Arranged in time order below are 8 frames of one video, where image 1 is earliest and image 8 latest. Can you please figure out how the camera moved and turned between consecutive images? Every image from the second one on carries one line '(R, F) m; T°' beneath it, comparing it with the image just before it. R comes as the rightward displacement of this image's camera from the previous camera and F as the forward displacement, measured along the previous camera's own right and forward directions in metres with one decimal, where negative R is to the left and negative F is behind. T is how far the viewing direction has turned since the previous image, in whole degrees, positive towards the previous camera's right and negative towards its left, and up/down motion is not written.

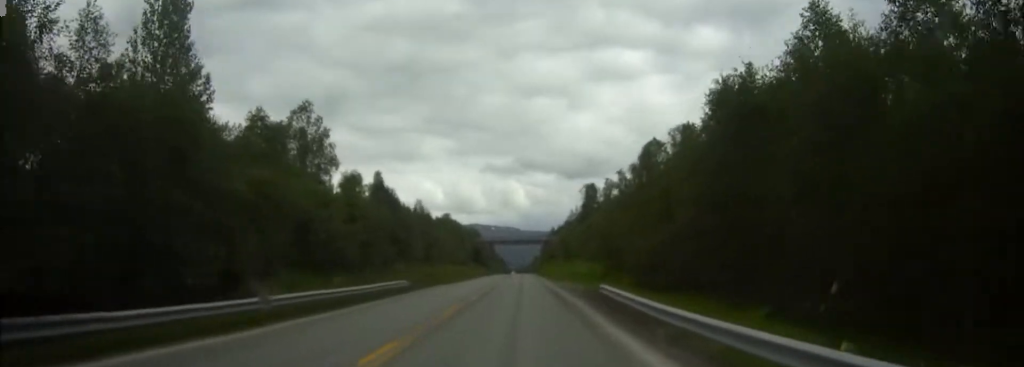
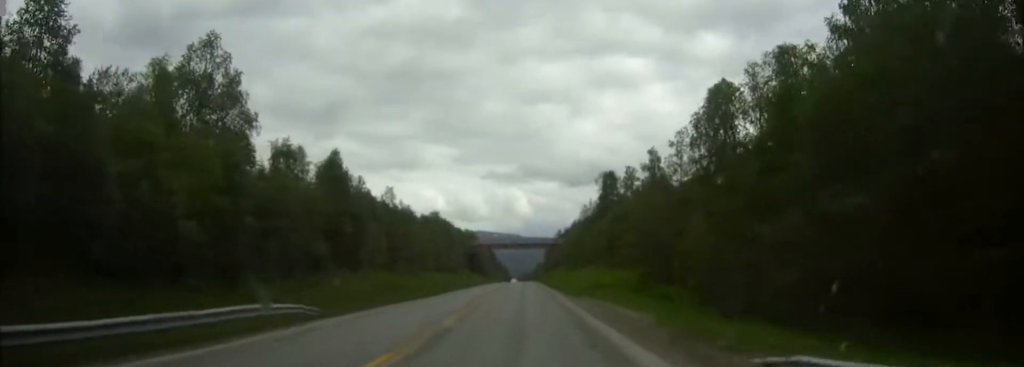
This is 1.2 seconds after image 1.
(0.0, +25.3) m; 0°
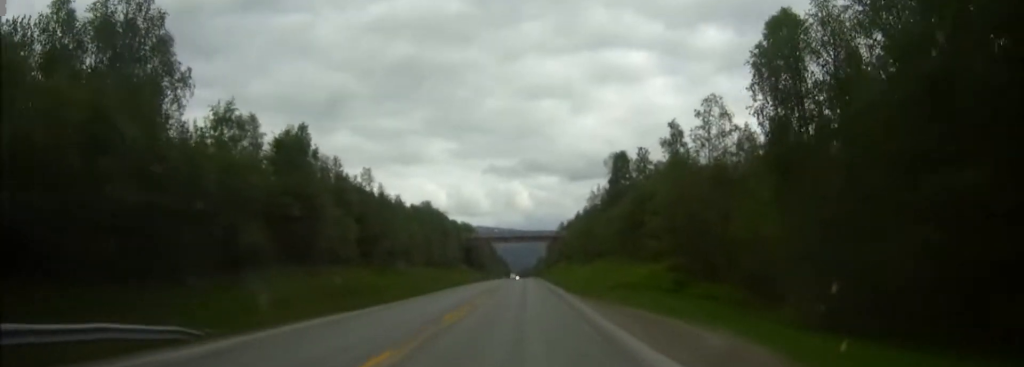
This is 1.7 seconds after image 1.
(-0.1, +12.3) m; 0°
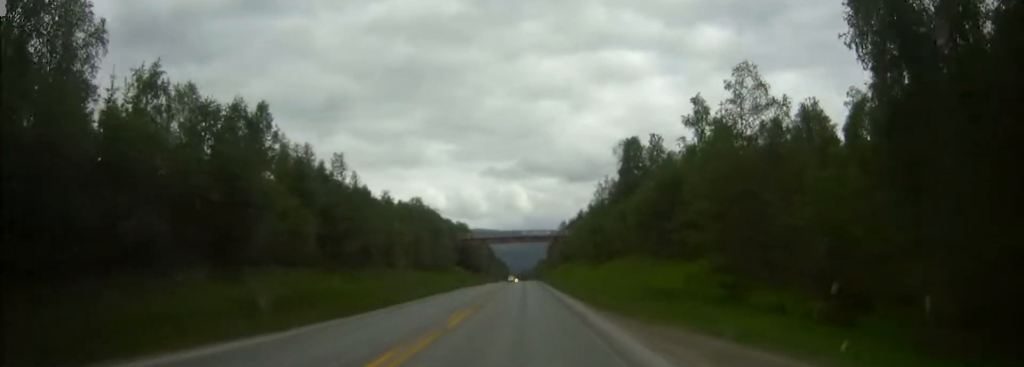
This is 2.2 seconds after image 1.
(0.0, +10.8) m; 0°
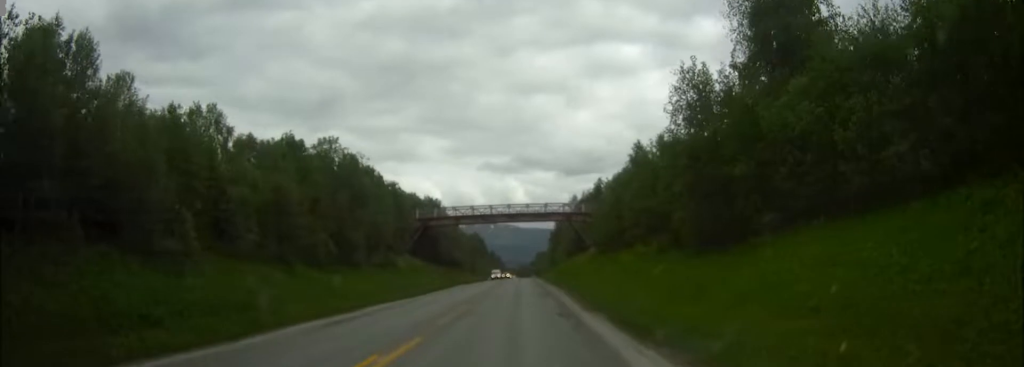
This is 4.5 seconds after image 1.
(+0.1, +49.0) m; 0°
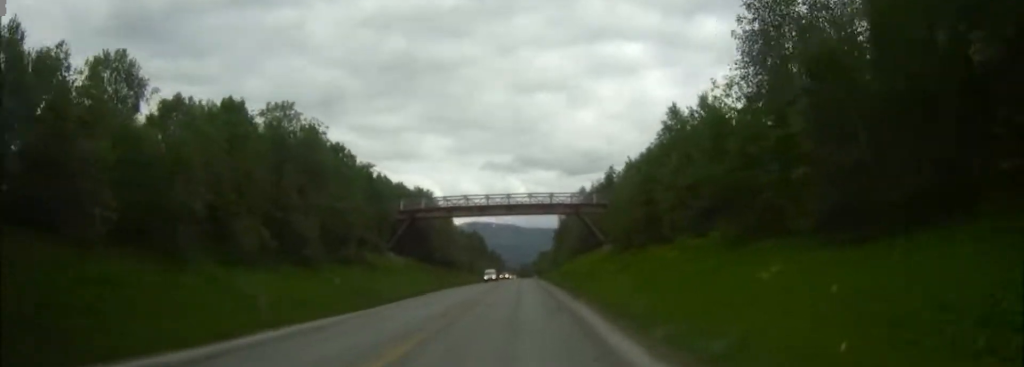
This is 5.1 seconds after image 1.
(-0.1, +13.0) m; 0°
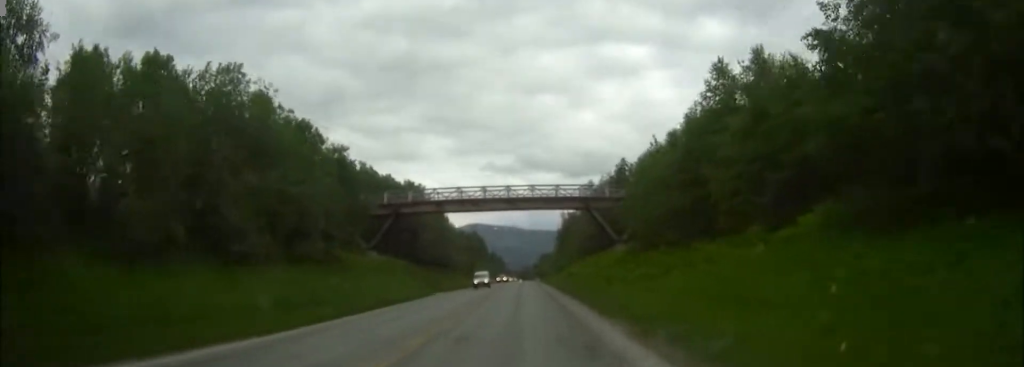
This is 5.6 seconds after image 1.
(0.0, +10.8) m; 0°
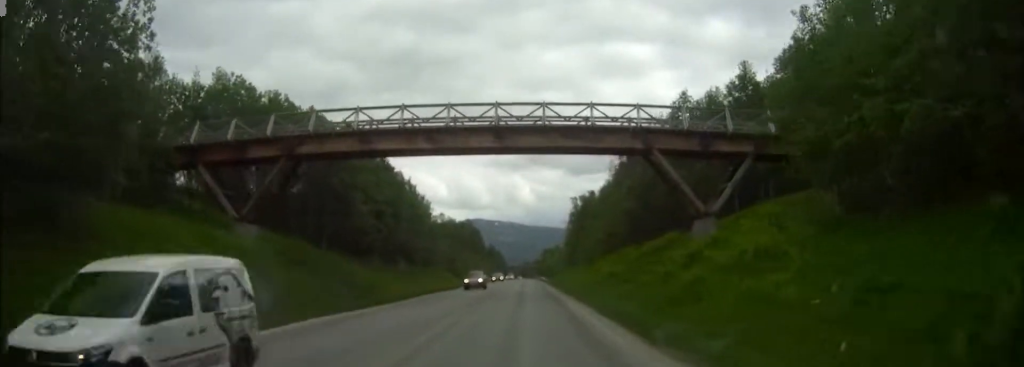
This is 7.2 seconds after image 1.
(+0.1, +35.2) m; 0°
